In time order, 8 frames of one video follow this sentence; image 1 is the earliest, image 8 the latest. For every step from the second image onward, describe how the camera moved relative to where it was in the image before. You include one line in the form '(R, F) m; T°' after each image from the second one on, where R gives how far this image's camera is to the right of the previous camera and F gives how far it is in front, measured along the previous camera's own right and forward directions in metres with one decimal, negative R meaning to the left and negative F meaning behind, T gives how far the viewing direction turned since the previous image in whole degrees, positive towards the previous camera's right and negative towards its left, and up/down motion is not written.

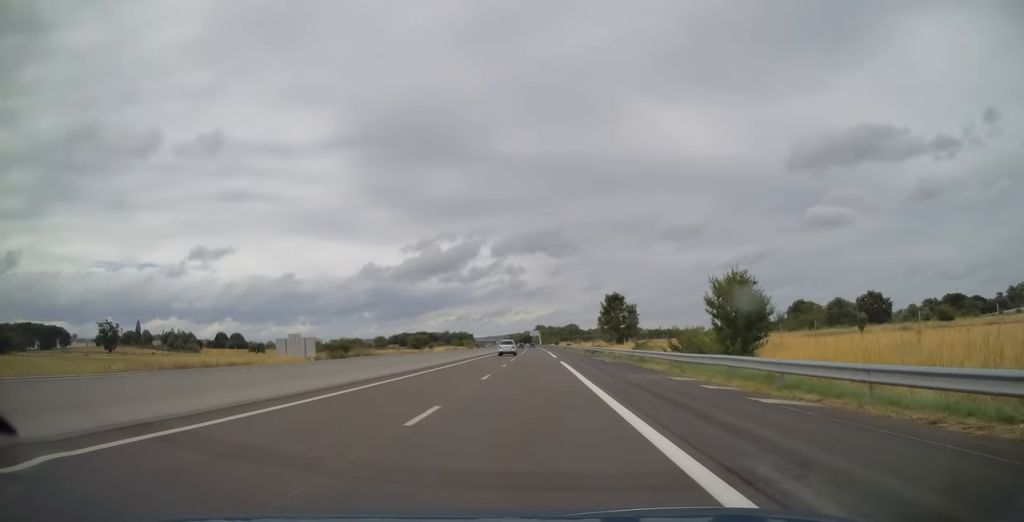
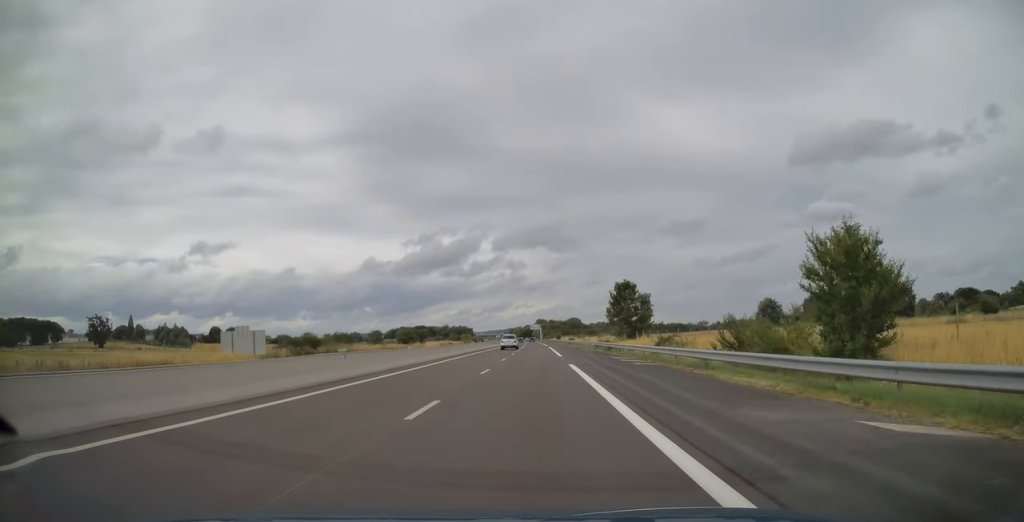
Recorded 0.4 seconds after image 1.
(0.0, +12.8) m; 0°
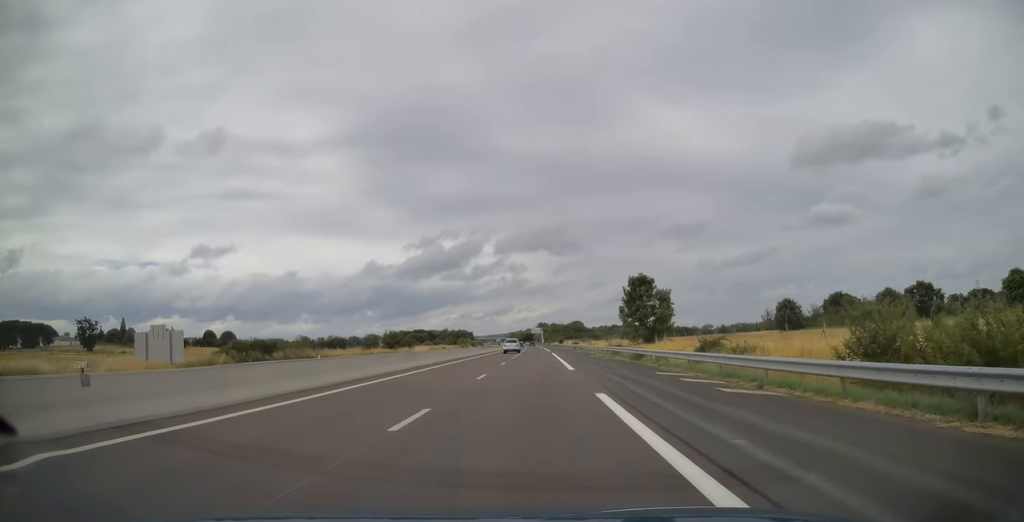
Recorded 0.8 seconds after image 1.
(0.0, +13.9) m; 0°
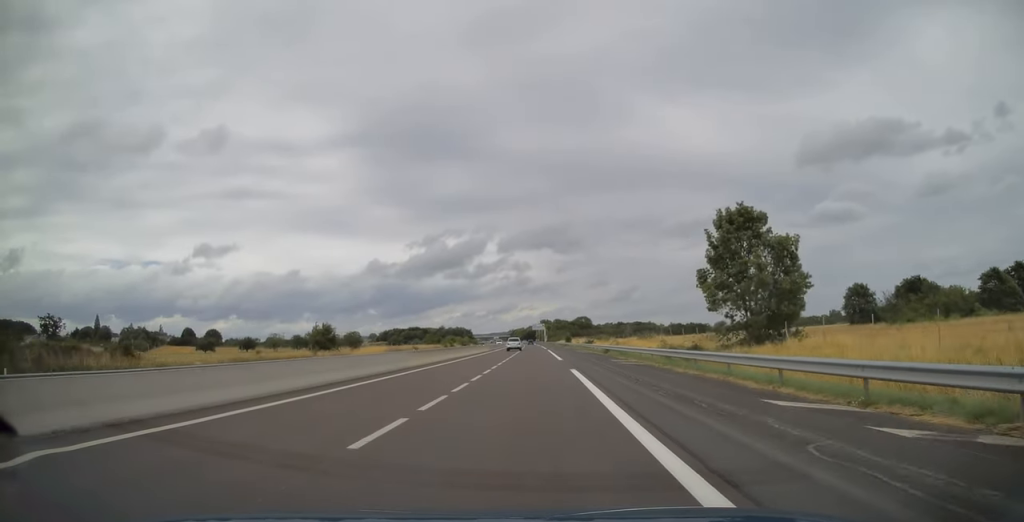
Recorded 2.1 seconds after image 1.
(-0.3, +40.8) m; -1°
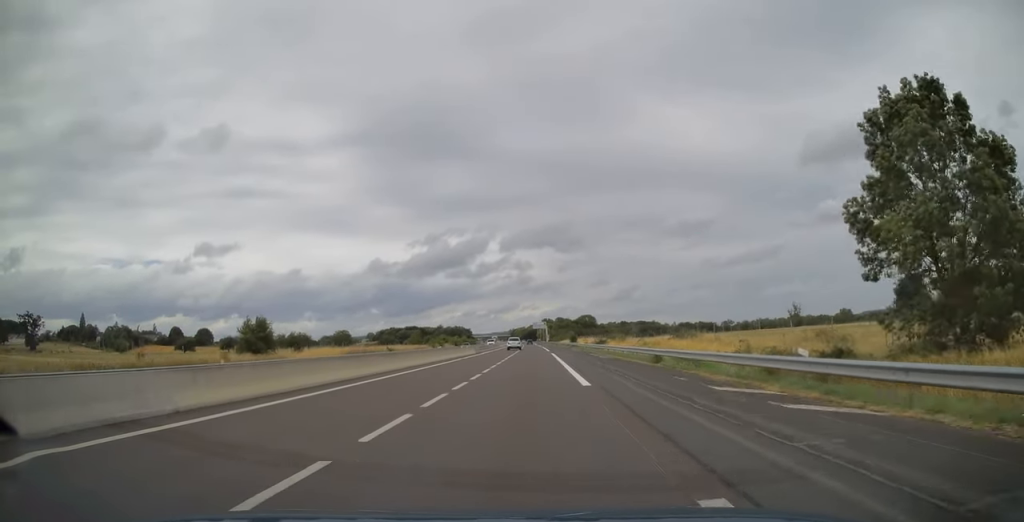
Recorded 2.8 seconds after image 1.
(0.0, +21.5) m; 0°
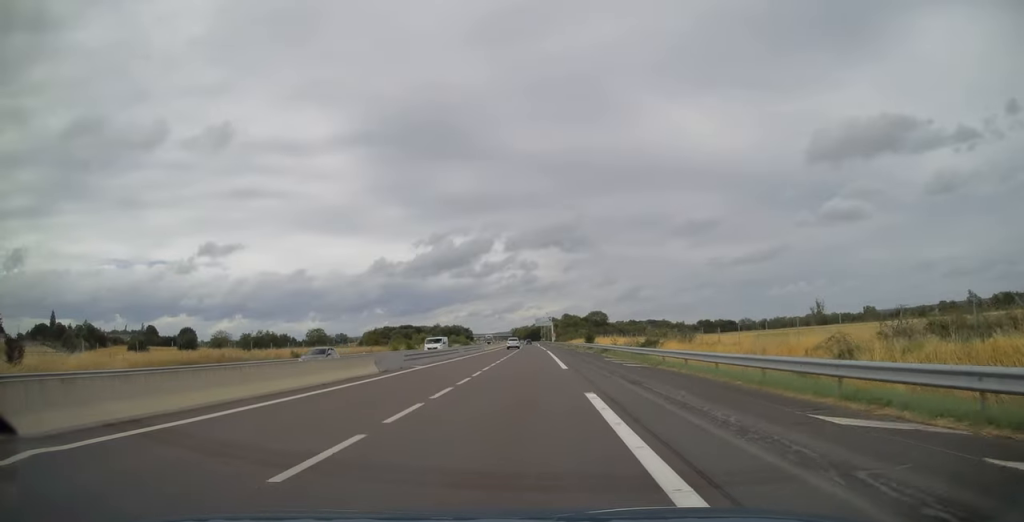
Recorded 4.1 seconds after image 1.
(-0.1, +41.9) m; 0°
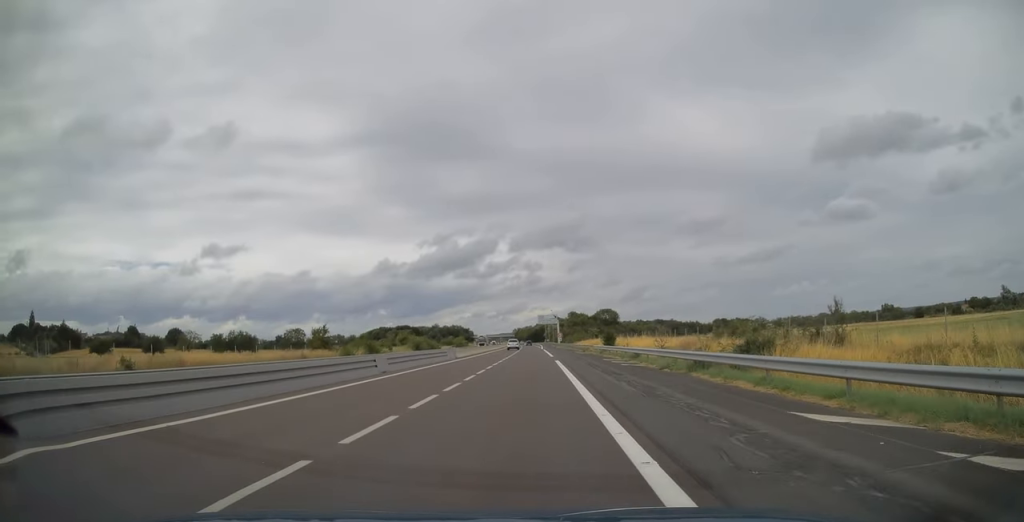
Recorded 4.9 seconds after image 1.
(0.0, +28.4) m; 0°
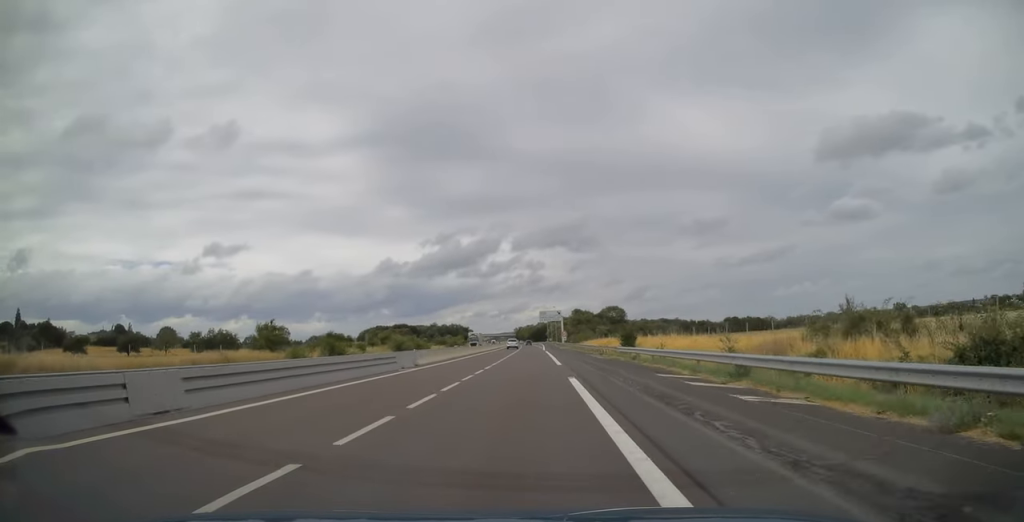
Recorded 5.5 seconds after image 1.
(0.0, +17.7) m; 0°
